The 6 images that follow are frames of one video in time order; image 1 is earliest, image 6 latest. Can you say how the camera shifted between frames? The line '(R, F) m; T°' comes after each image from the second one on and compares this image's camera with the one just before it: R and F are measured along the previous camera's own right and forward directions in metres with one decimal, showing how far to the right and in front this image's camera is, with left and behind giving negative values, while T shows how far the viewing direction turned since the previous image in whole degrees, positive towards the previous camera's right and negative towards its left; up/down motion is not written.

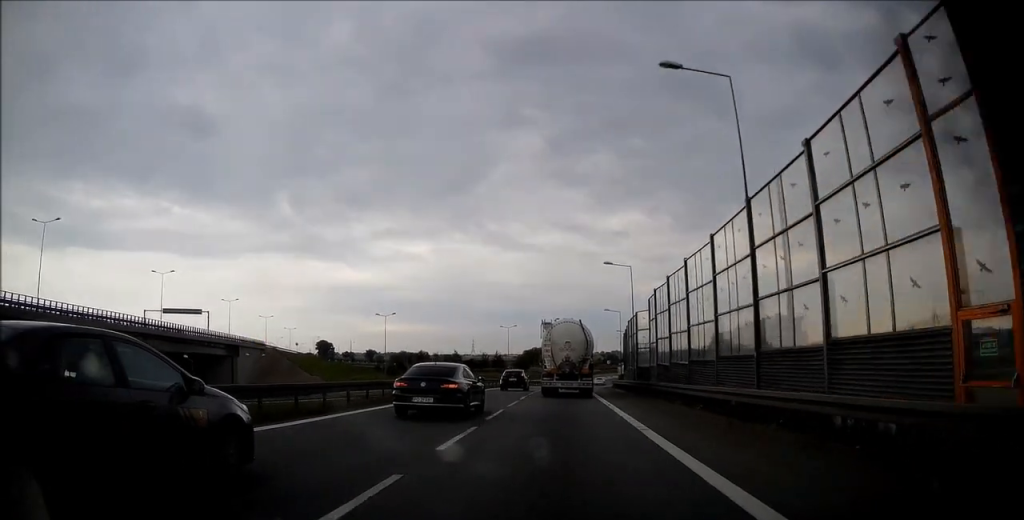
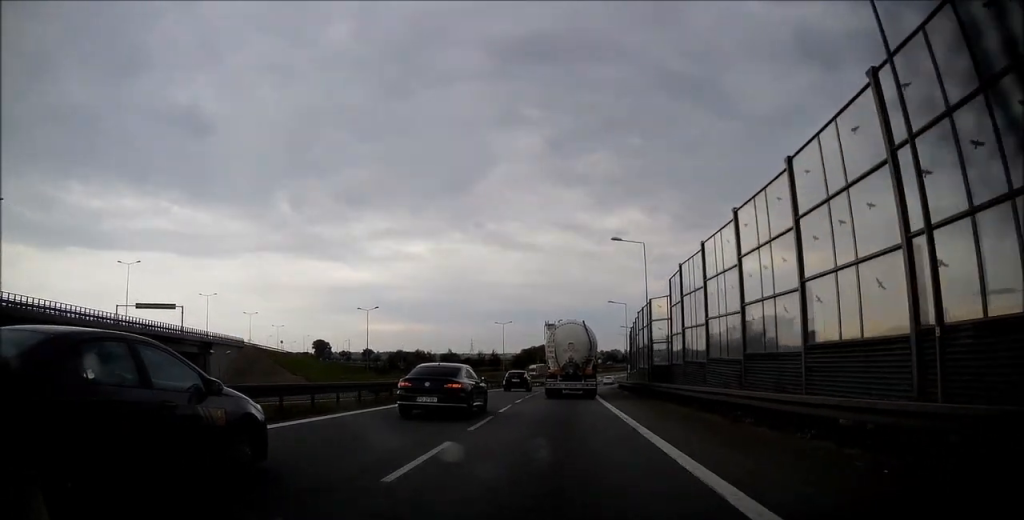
(0.0, +8.8) m; 0°
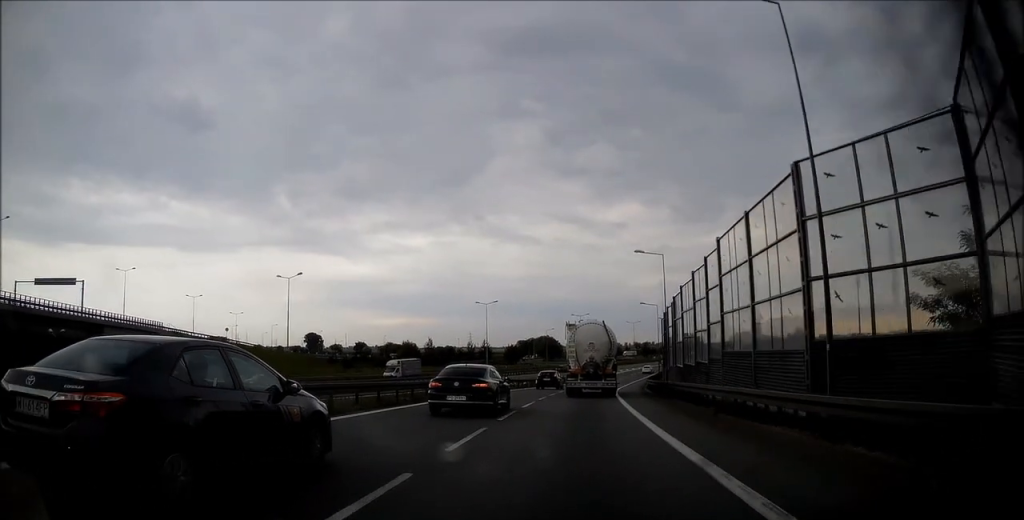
(-0.1, +27.6) m; 0°
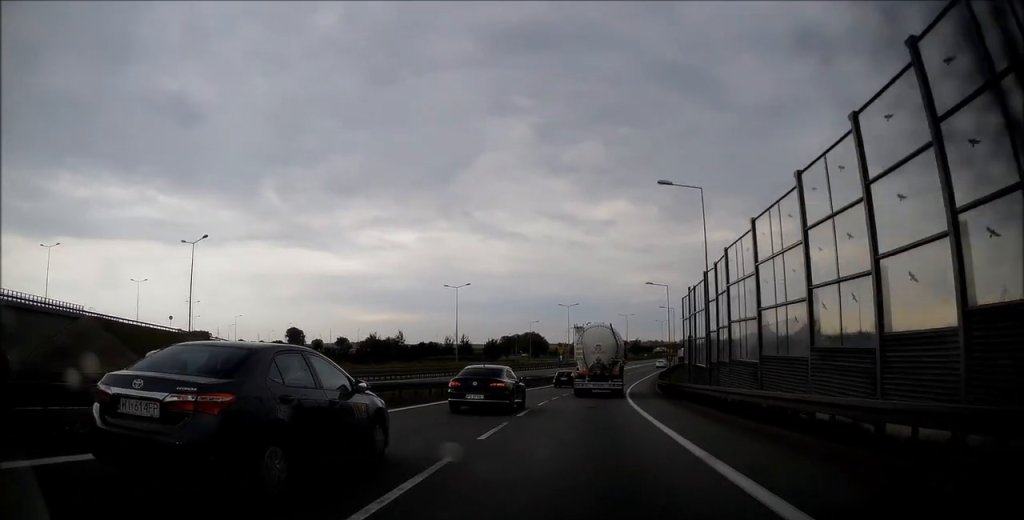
(0.0, +16.8) m; +1°
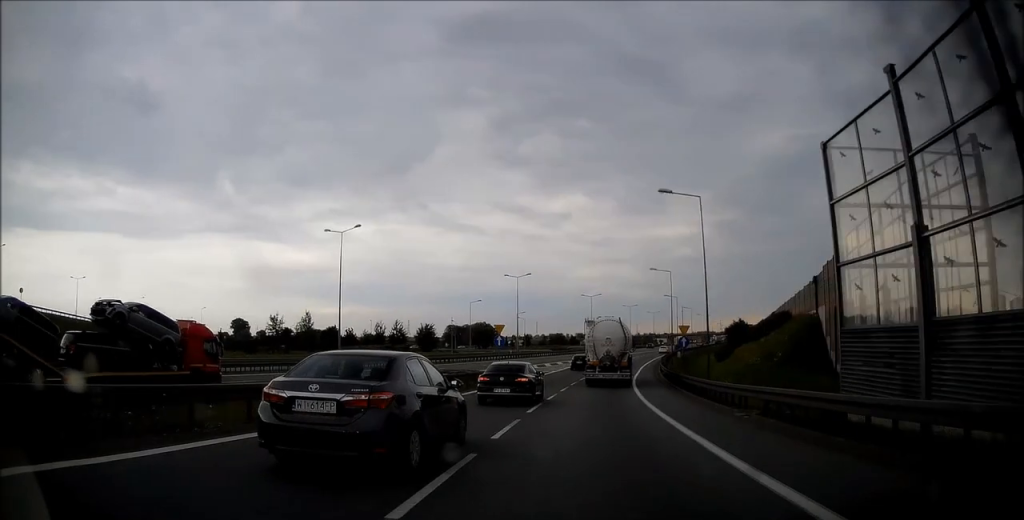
(+0.7, +29.9) m; +4°
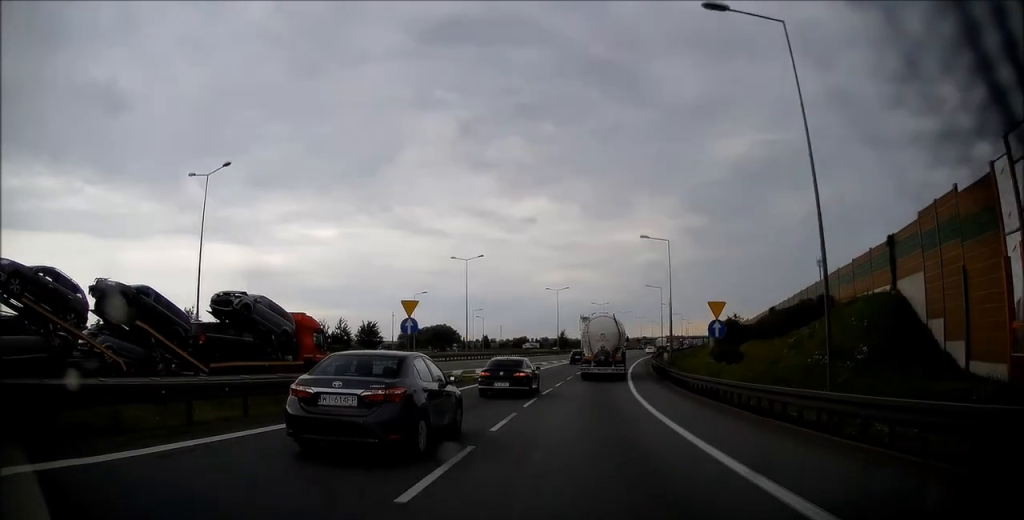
(+0.4, +17.5) m; +3°
